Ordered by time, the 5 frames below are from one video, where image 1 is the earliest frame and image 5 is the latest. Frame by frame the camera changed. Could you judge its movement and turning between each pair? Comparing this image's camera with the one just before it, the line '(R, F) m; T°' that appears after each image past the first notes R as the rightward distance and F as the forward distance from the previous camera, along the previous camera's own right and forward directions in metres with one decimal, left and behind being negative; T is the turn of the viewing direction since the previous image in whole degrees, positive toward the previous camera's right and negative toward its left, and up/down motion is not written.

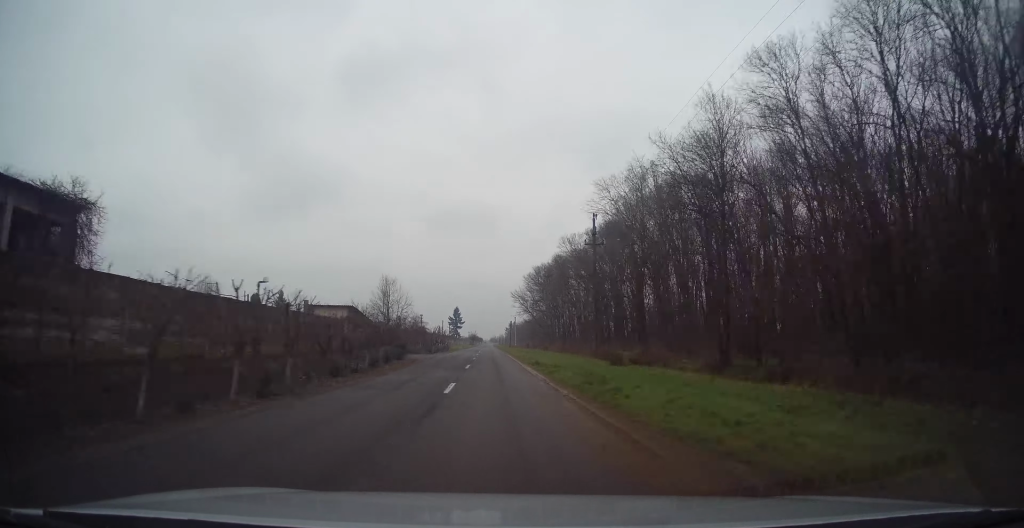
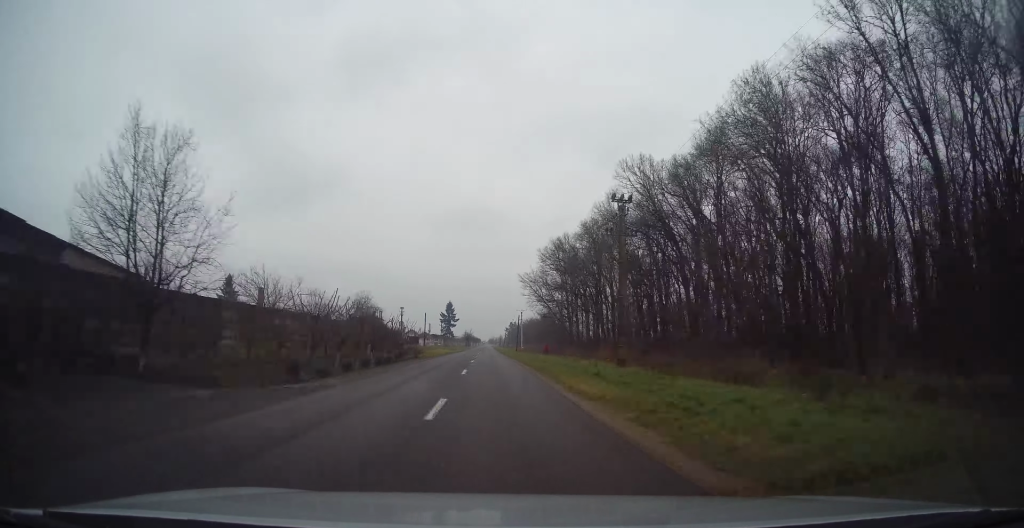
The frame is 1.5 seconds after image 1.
(+0.2, +39.4) m; 0°
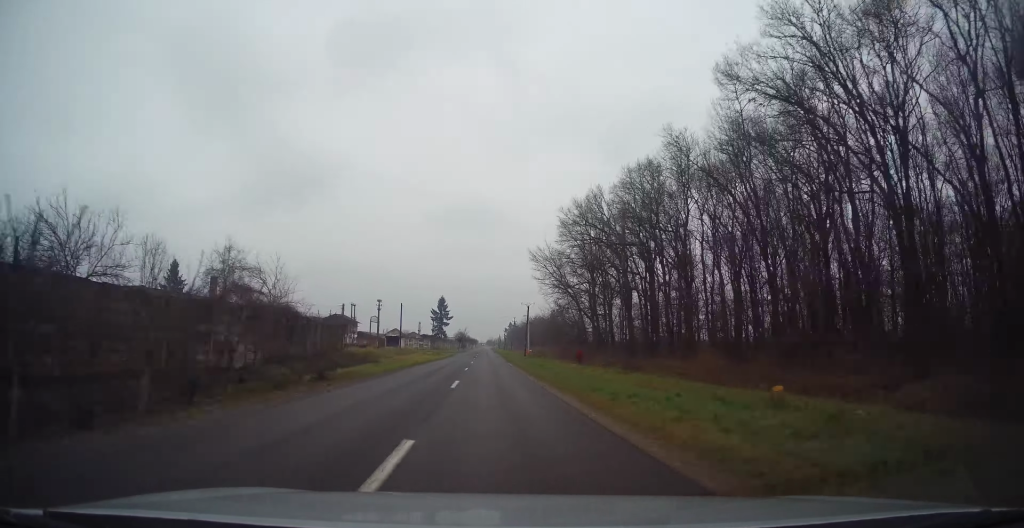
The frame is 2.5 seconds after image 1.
(-0.1, +27.8) m; 0°
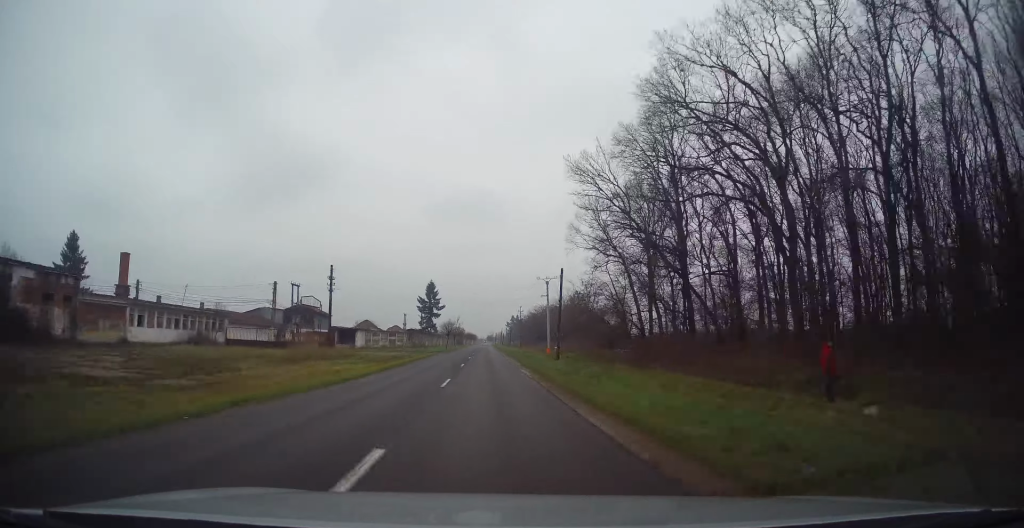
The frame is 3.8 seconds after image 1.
(+0.1, +35.9) m; 0°
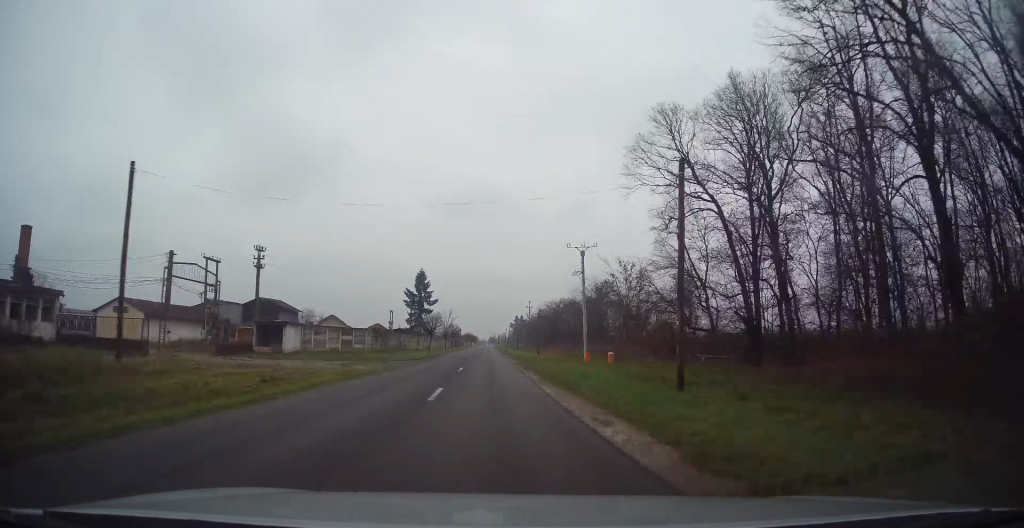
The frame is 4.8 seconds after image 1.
(+0.1, +26.2) m; 0°
